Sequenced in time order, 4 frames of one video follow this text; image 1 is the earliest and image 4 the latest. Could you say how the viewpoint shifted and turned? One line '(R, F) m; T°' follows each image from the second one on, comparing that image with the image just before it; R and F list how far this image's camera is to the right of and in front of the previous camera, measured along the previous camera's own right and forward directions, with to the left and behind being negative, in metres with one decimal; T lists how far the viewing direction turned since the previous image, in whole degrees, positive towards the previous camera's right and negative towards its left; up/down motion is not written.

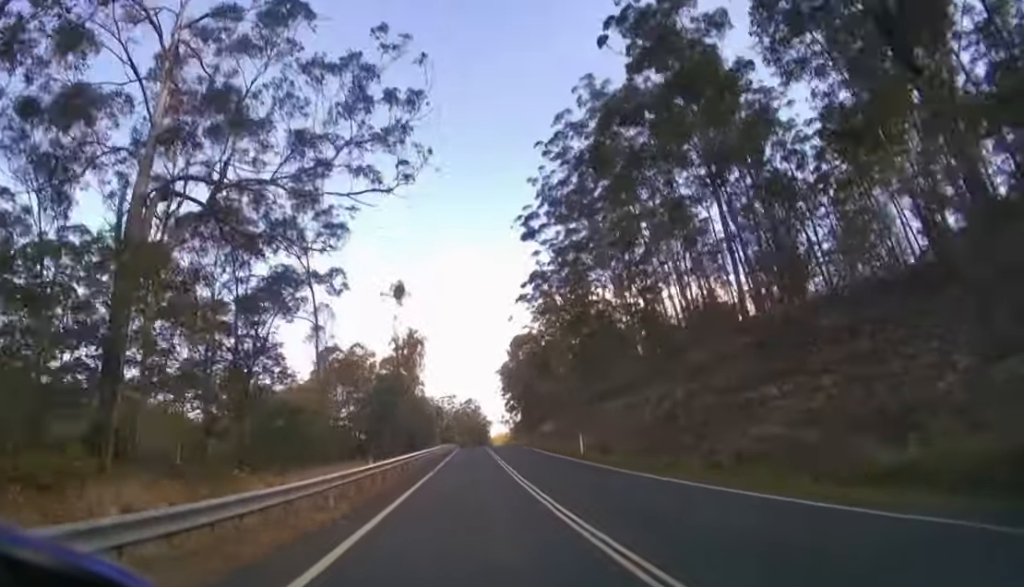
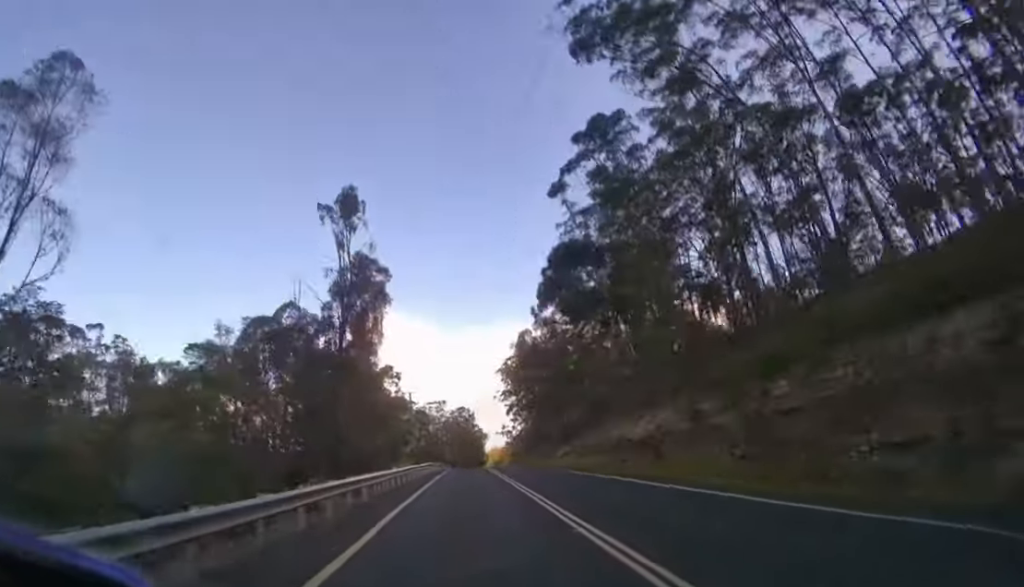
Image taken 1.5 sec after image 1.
(+1.4, +39.3) m; +3°
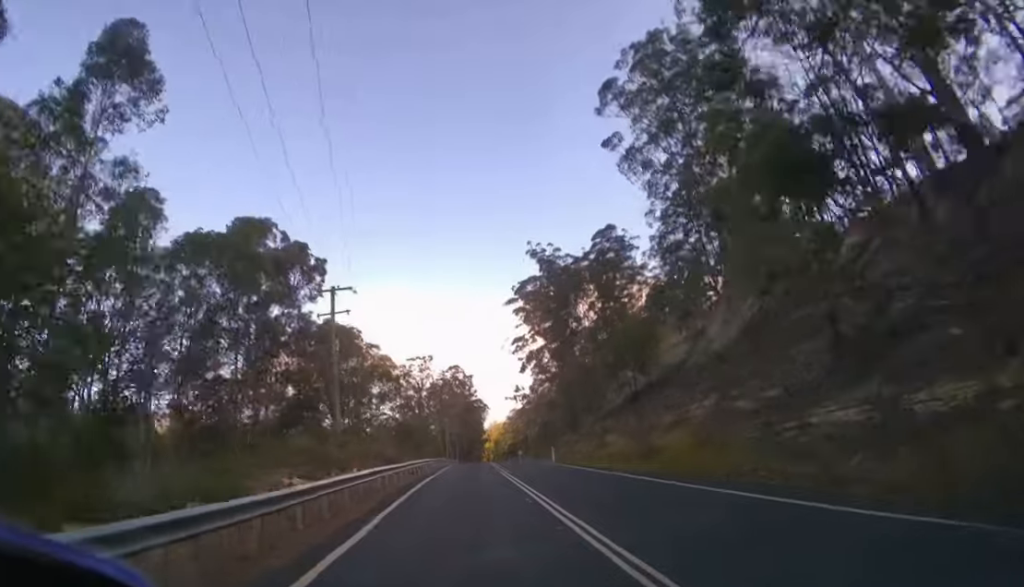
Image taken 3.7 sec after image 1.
(+0.5, +50.2) m; 0°
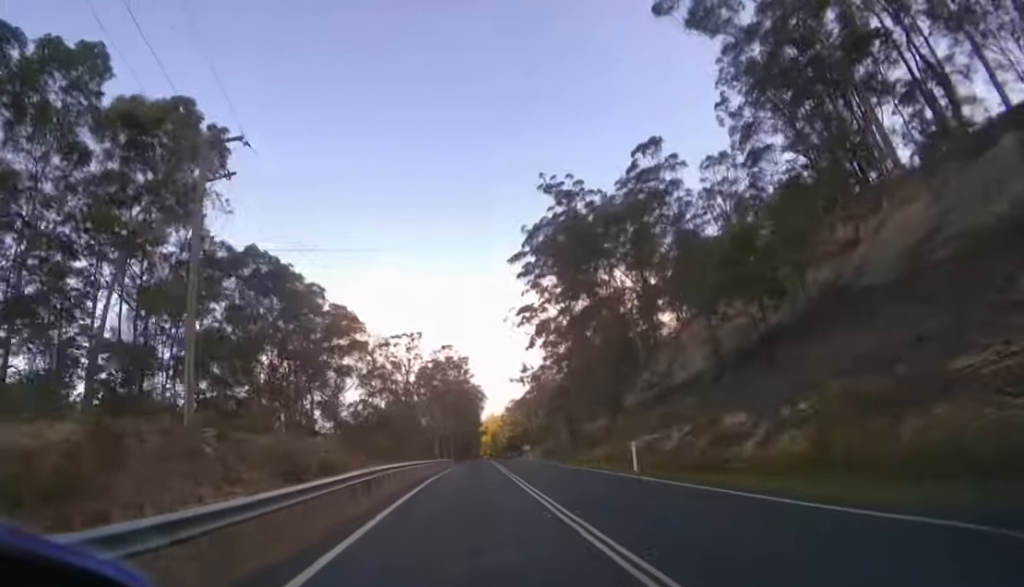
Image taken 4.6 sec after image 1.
(-0.1, +16.7) m; 0°
